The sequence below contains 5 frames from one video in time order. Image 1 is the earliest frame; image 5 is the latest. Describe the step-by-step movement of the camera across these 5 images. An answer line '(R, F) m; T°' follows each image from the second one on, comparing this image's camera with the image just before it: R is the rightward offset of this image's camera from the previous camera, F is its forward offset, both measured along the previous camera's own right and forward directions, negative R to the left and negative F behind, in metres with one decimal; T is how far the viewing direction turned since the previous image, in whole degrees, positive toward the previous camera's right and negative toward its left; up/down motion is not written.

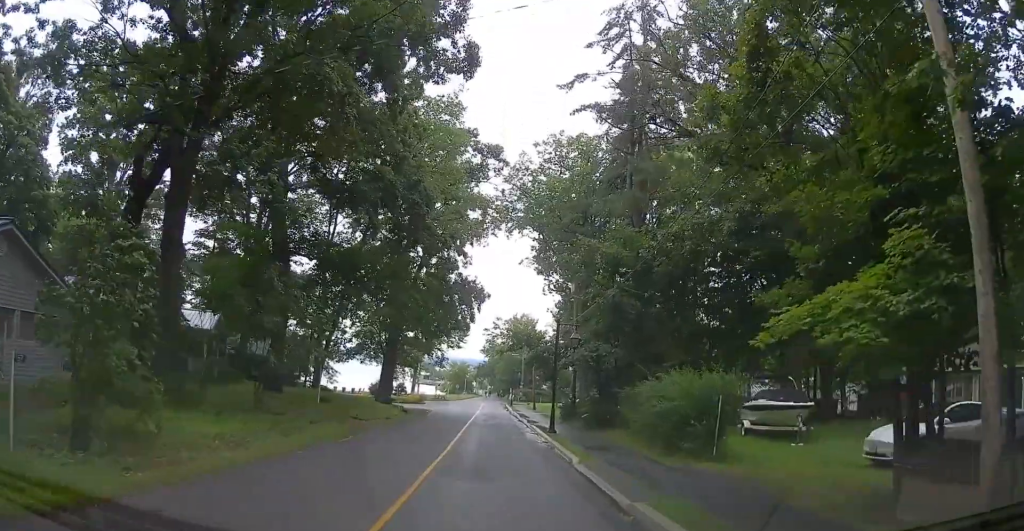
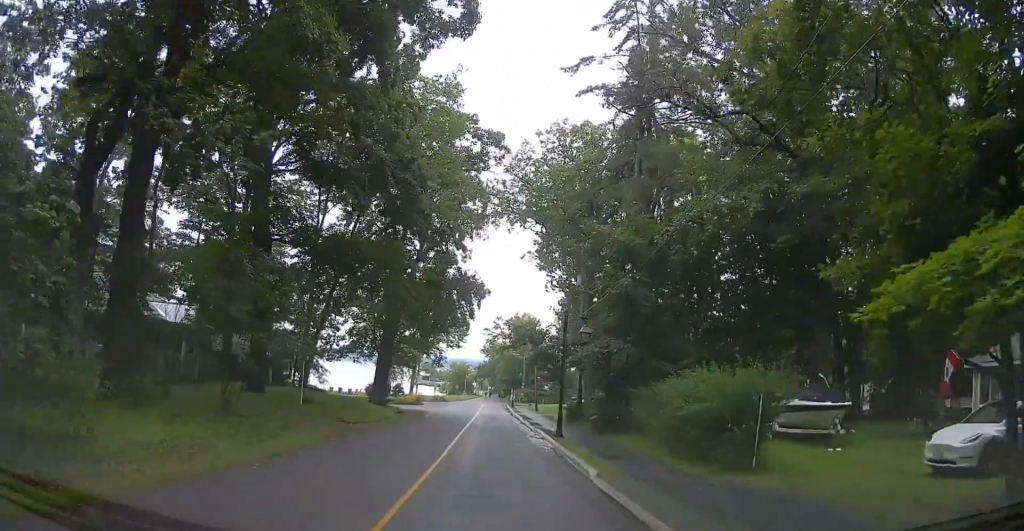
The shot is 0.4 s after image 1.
(-0.2, +2.7) m; 0°
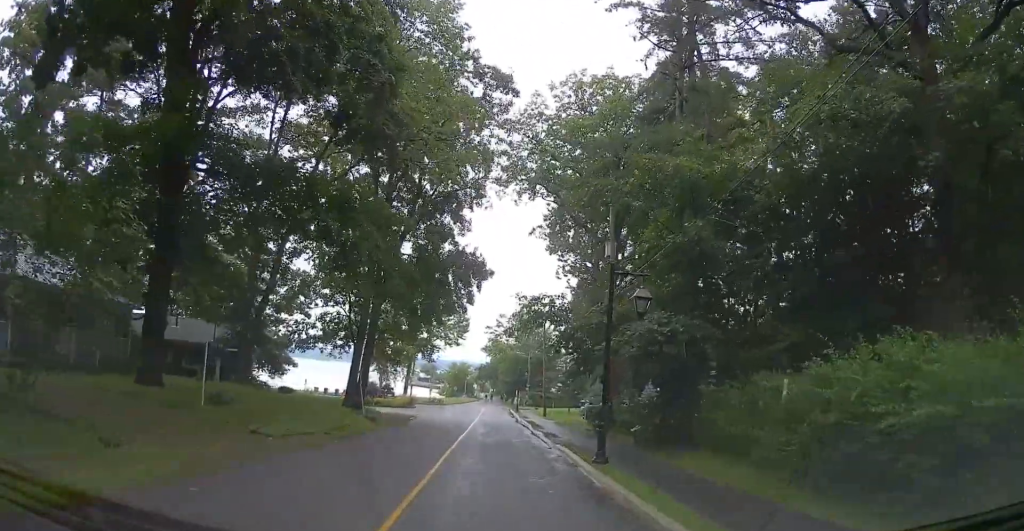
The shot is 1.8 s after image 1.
(+0.1, +9.4) m; +4°
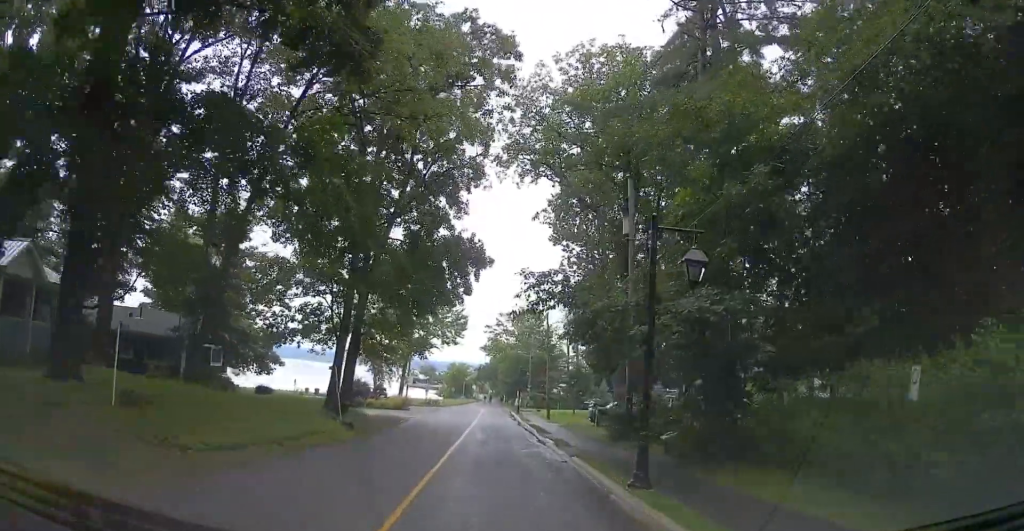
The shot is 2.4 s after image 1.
(+0.1, +4.5) m; +1°
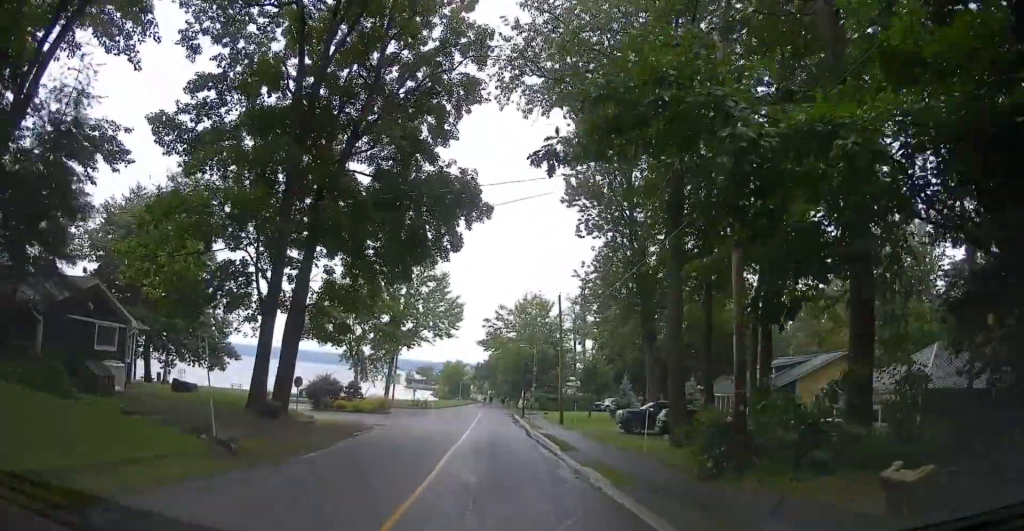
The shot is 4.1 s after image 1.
(-0.1, +11.8) m; -2°
